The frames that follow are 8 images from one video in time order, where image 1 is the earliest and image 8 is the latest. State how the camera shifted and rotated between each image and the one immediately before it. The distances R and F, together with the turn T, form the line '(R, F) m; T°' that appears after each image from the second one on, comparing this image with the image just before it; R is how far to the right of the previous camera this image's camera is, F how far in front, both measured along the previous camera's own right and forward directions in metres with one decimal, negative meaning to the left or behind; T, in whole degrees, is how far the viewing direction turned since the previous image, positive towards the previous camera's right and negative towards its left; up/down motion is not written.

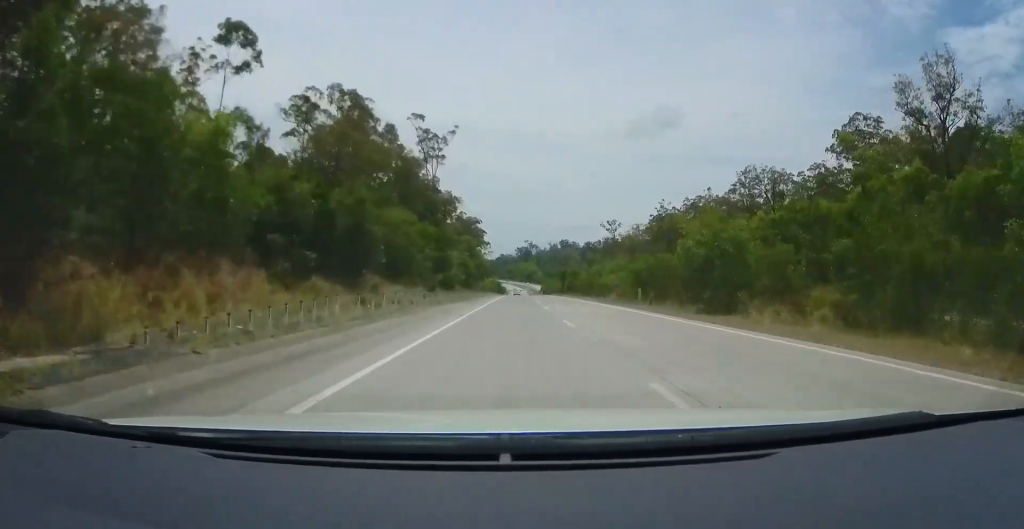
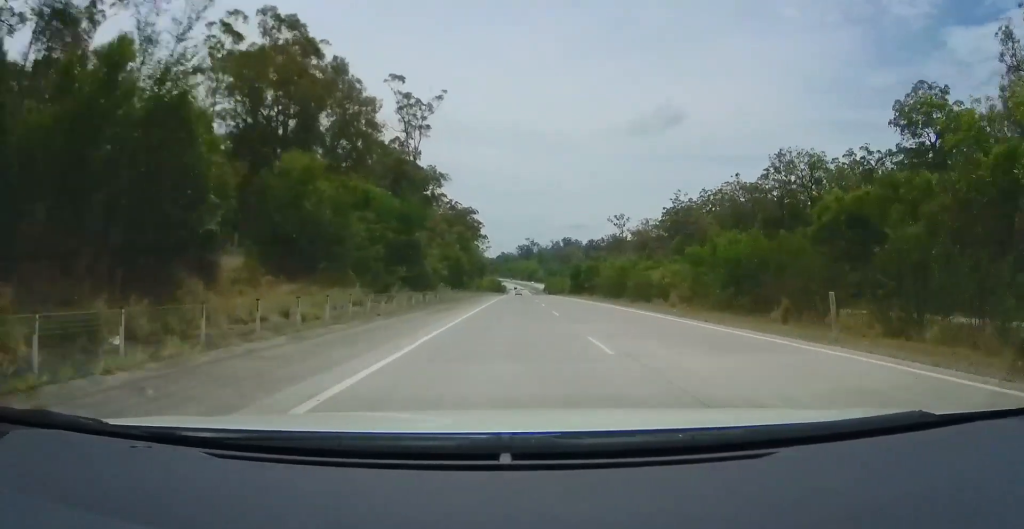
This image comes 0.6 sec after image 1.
(0.0, +18.1) m; 0°
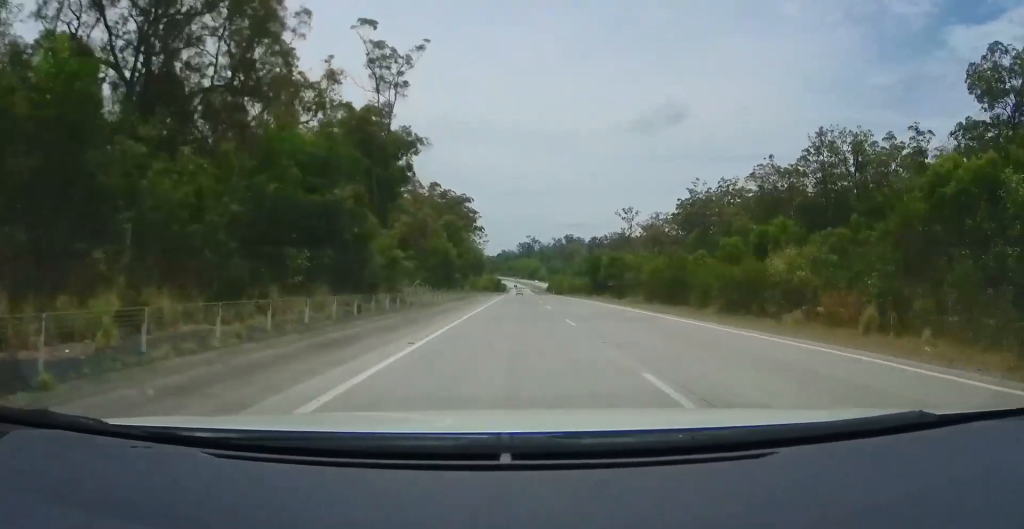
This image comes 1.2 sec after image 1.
(-0.1, +17.0) m; 0°
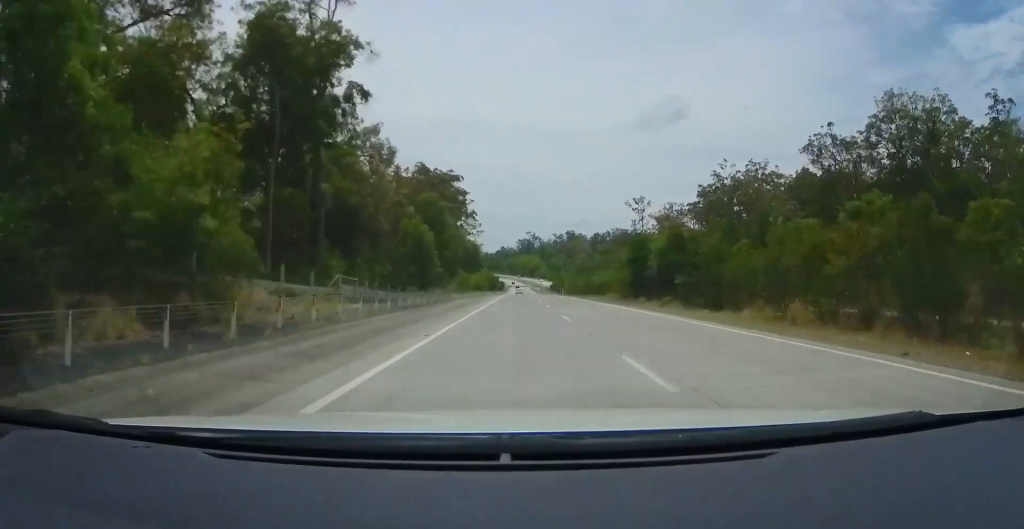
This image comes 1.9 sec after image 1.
(-0.1, +21.9) m; 0°
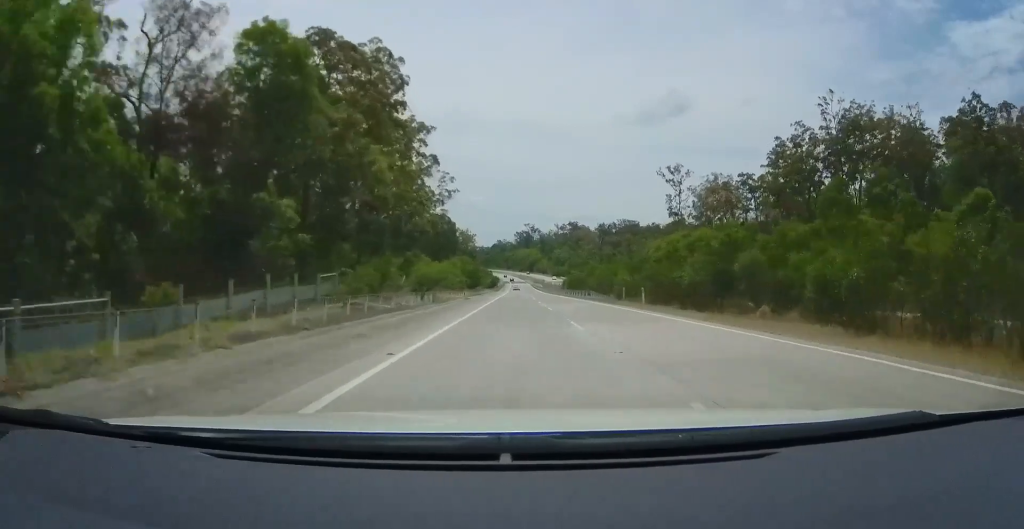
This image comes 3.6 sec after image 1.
(0.0, +52.3) m; 0°
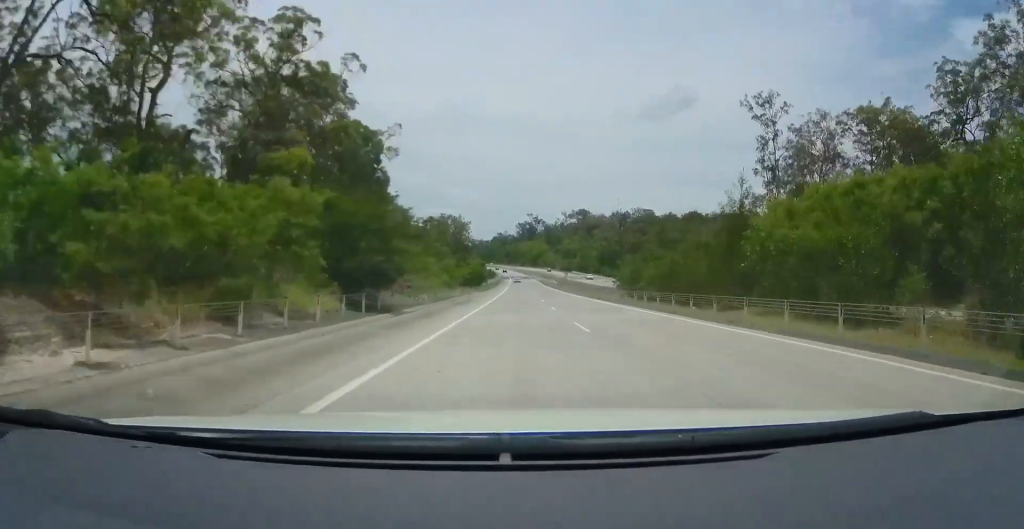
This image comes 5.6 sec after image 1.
(+0.1, +60.7) m; 0°
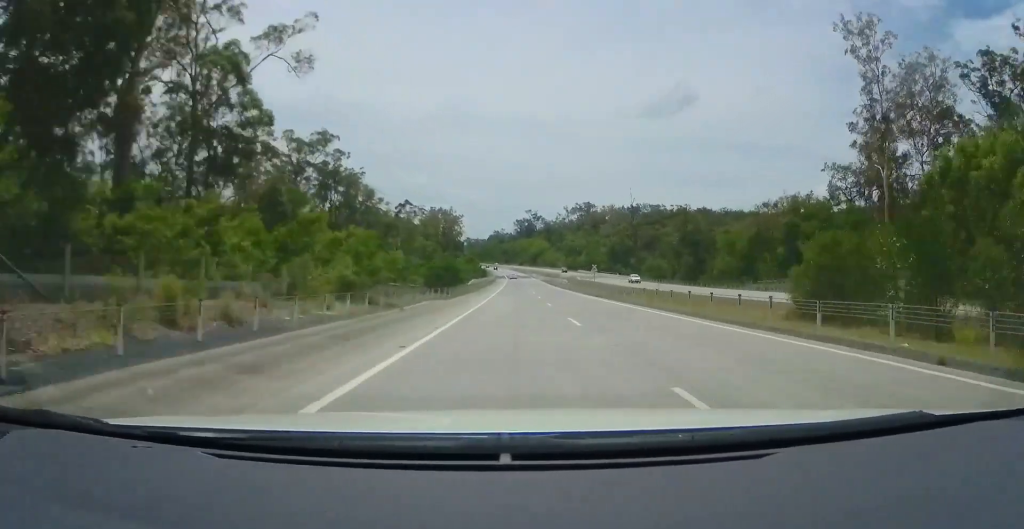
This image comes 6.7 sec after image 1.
(-0.2, +34.0) m; 0°
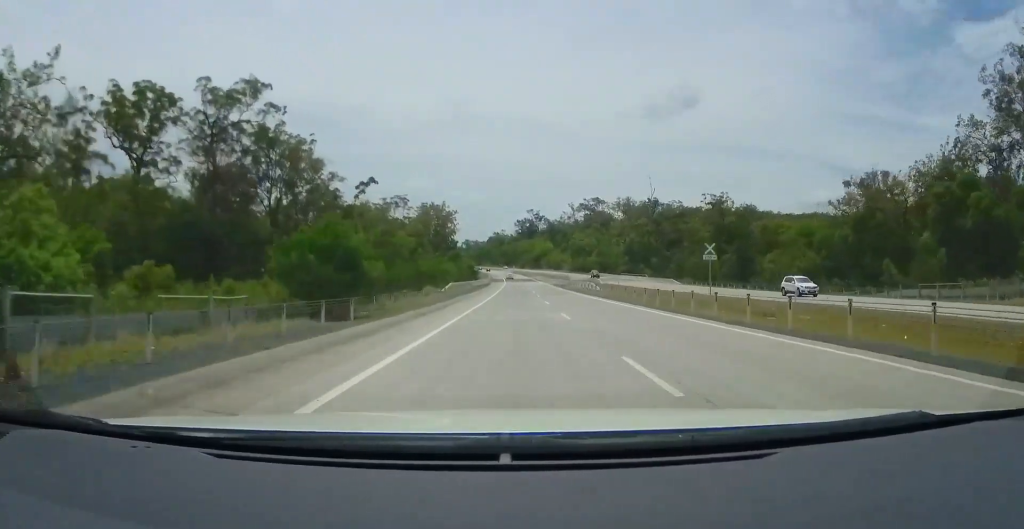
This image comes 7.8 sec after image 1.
(+0.2, +33.8) m; 0°
